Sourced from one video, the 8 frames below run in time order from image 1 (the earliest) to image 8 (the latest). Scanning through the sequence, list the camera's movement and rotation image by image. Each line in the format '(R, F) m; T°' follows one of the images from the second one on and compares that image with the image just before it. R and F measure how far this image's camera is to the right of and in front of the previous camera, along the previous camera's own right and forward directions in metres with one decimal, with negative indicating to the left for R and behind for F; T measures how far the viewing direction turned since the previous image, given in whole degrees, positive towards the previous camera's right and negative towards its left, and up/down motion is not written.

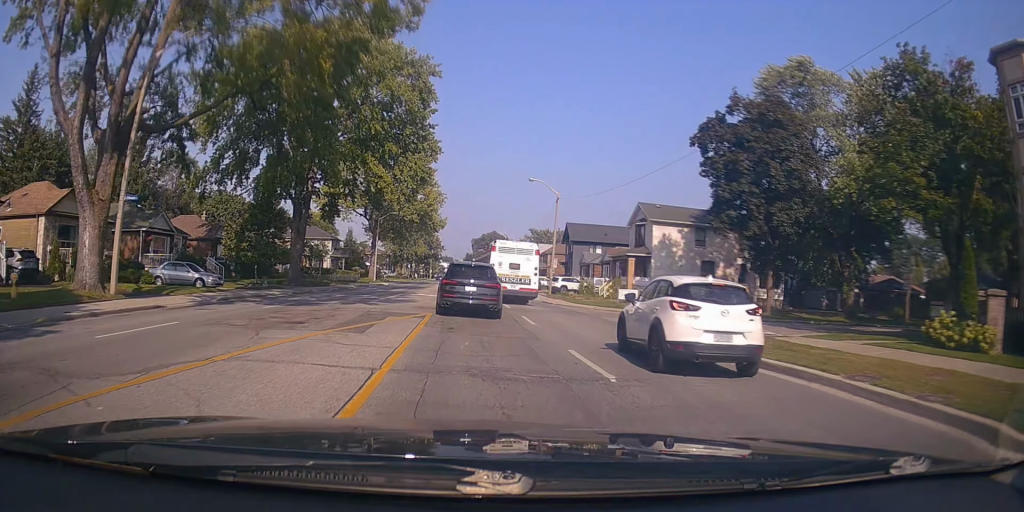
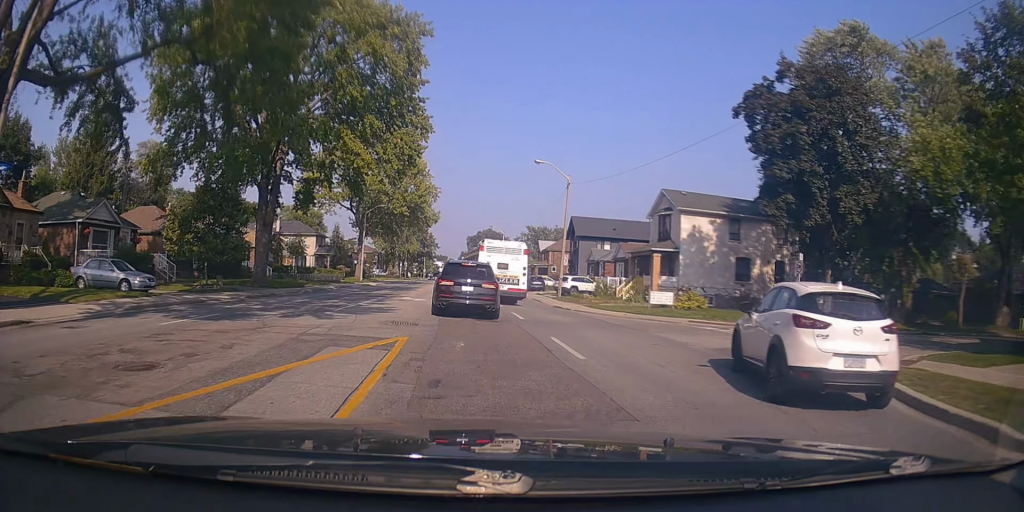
(+0.2, +7.0) m; +2°
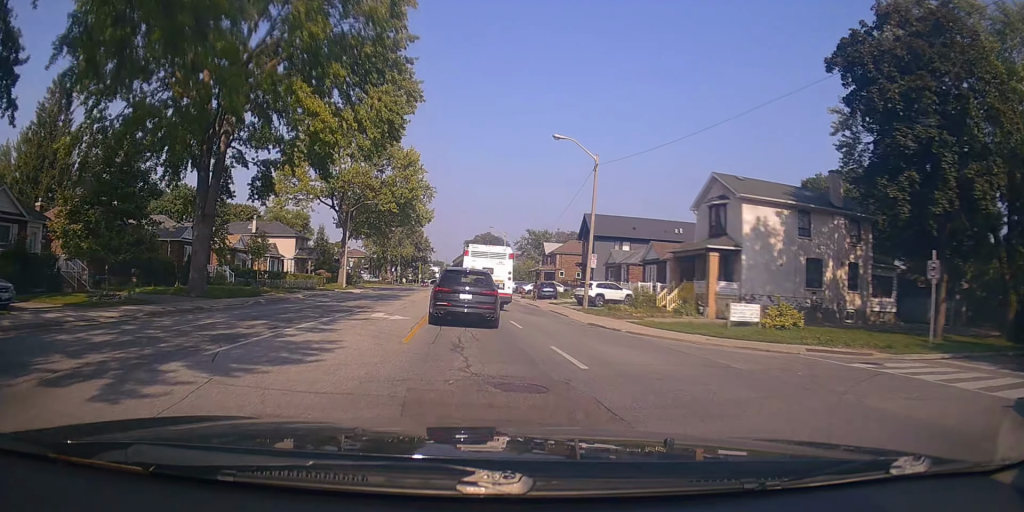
(+0.2, +9.5) m; +3°
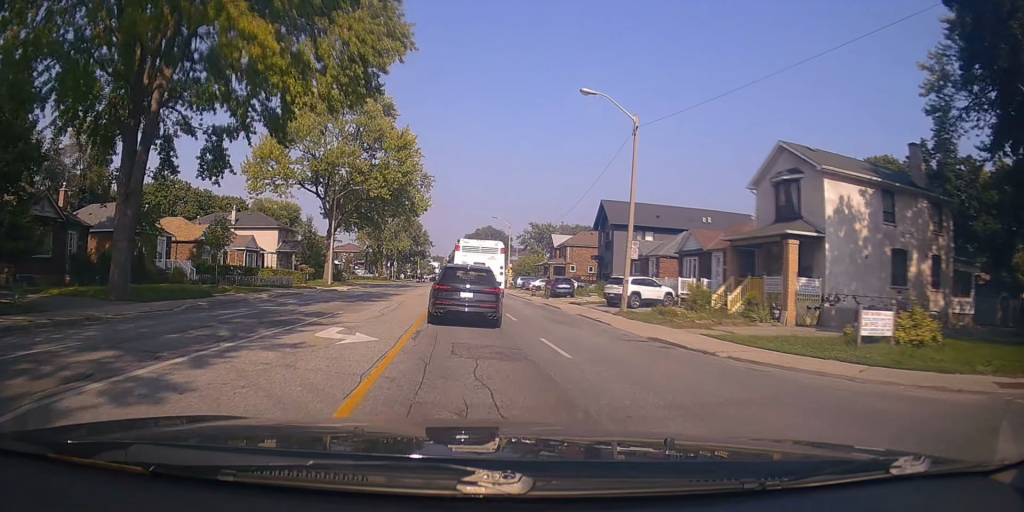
(+0.2, +7.6) m; +1°
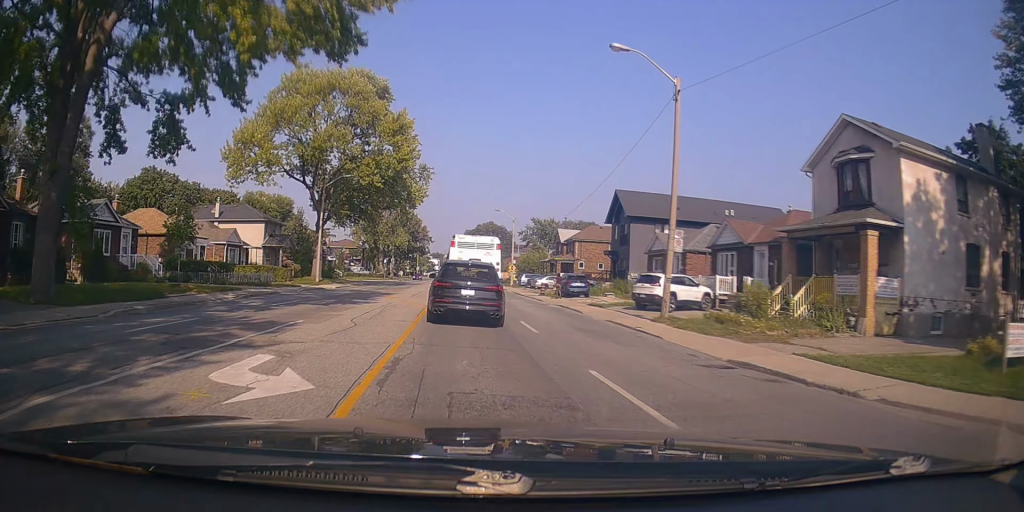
(+0.2, +5.0) m; 0°
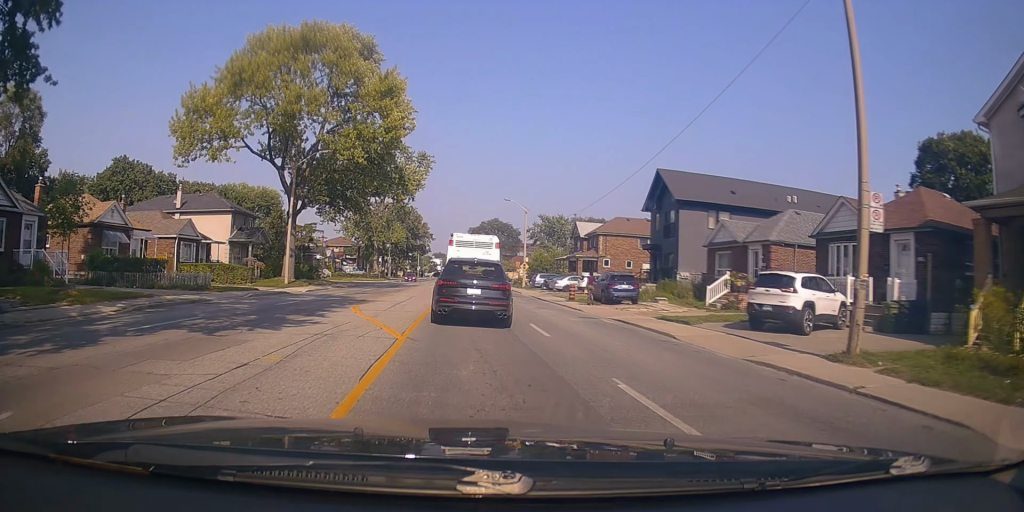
(-0.4, +10.5) m; -4°
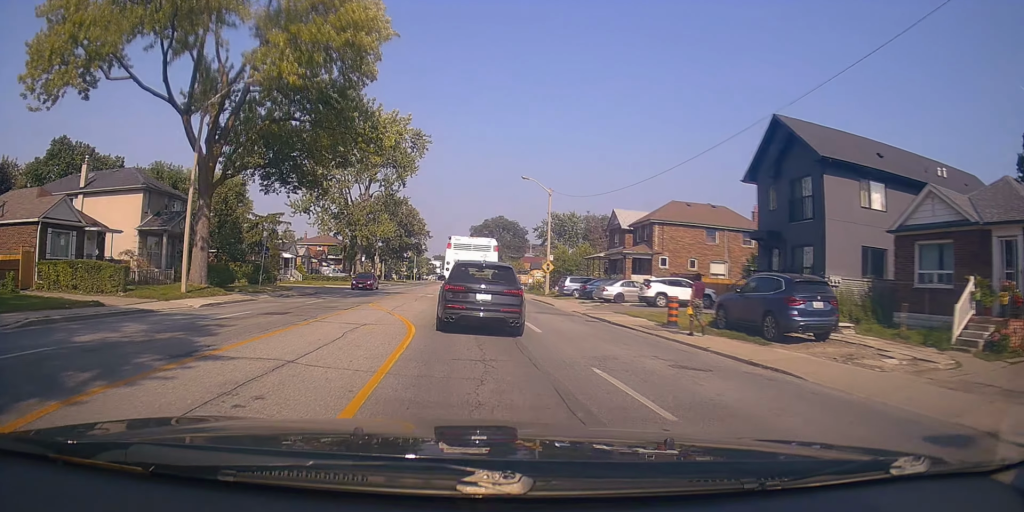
(+0.1, +16.4) m; +4°
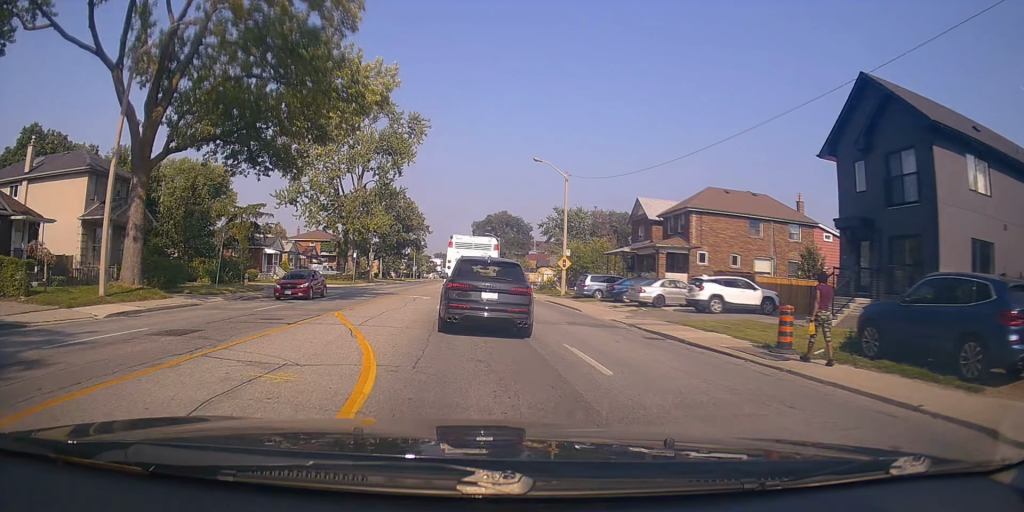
(+0.1, +6.4) m; +1°
